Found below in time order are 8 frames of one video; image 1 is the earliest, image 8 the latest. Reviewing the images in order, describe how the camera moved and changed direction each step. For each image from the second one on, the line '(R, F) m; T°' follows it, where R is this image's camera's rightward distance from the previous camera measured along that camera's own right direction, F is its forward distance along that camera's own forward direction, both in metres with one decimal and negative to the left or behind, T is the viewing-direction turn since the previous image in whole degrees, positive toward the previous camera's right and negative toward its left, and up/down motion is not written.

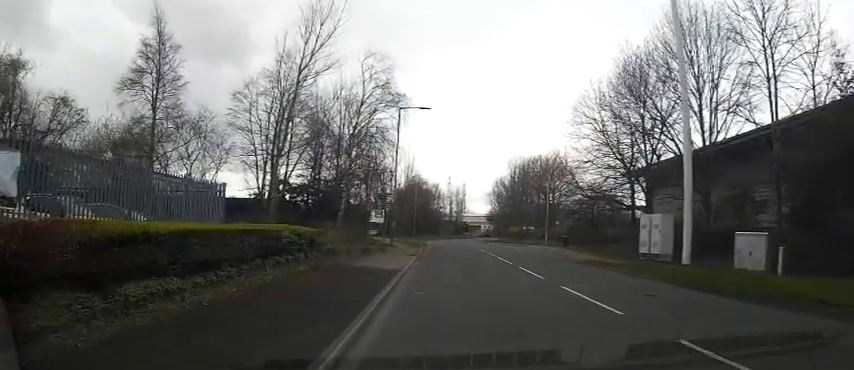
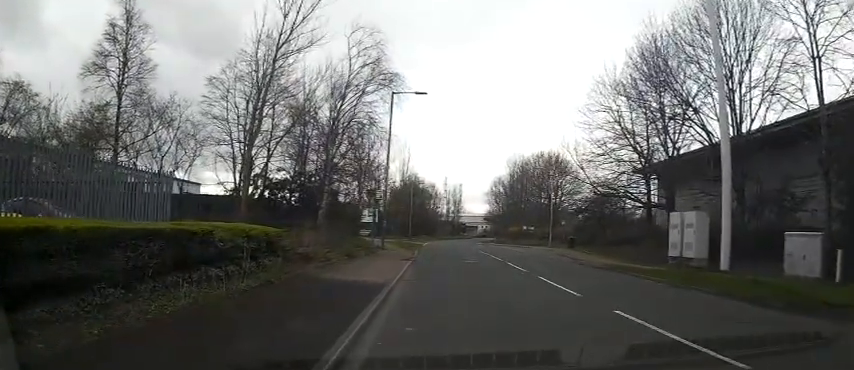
(+0.3, +4.3) m; +6°
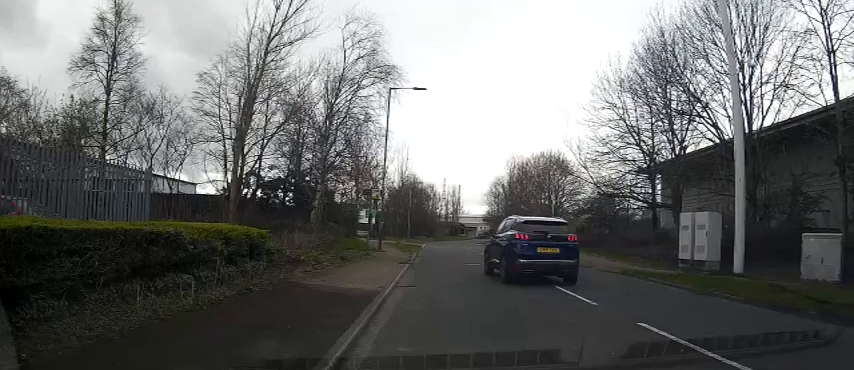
(0.0, +1.8) m; +1°
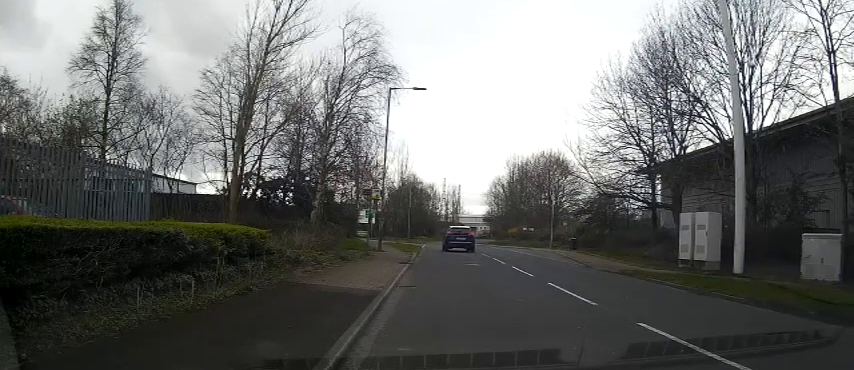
(0.0, 0.0) m; 0°
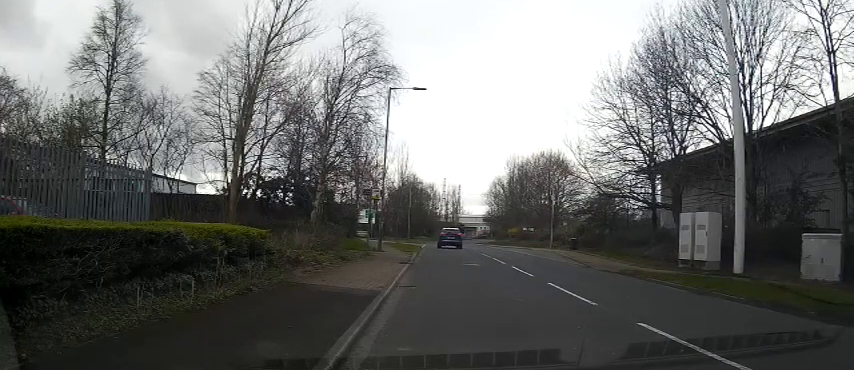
(0.0, 0.0) m; 0°
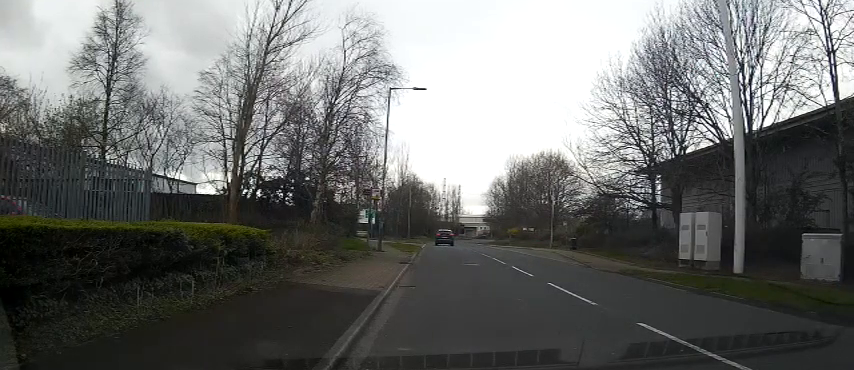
(0.0, 0.0) m; 0°
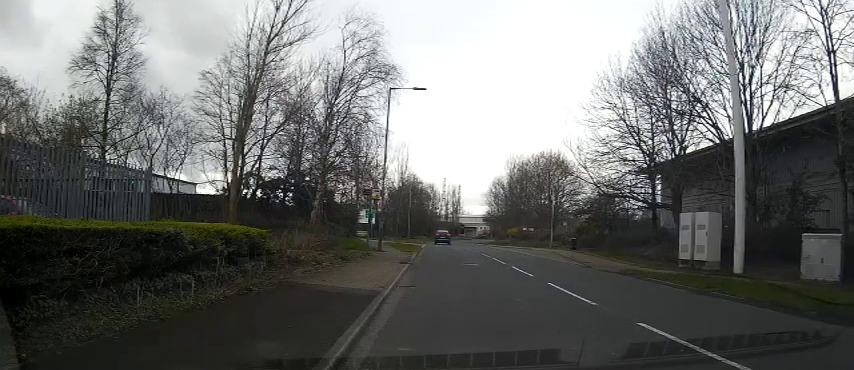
(0.0, 0.0) m; 0°
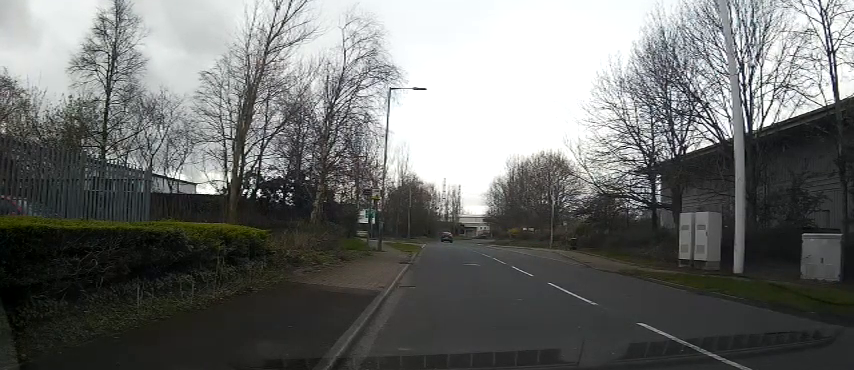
(0.0, 0.0) m; 0°
